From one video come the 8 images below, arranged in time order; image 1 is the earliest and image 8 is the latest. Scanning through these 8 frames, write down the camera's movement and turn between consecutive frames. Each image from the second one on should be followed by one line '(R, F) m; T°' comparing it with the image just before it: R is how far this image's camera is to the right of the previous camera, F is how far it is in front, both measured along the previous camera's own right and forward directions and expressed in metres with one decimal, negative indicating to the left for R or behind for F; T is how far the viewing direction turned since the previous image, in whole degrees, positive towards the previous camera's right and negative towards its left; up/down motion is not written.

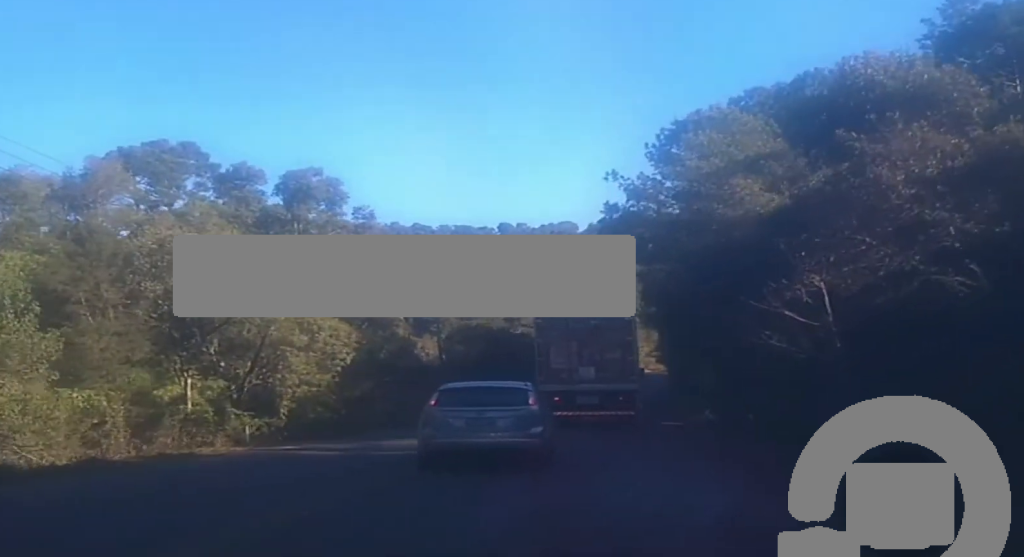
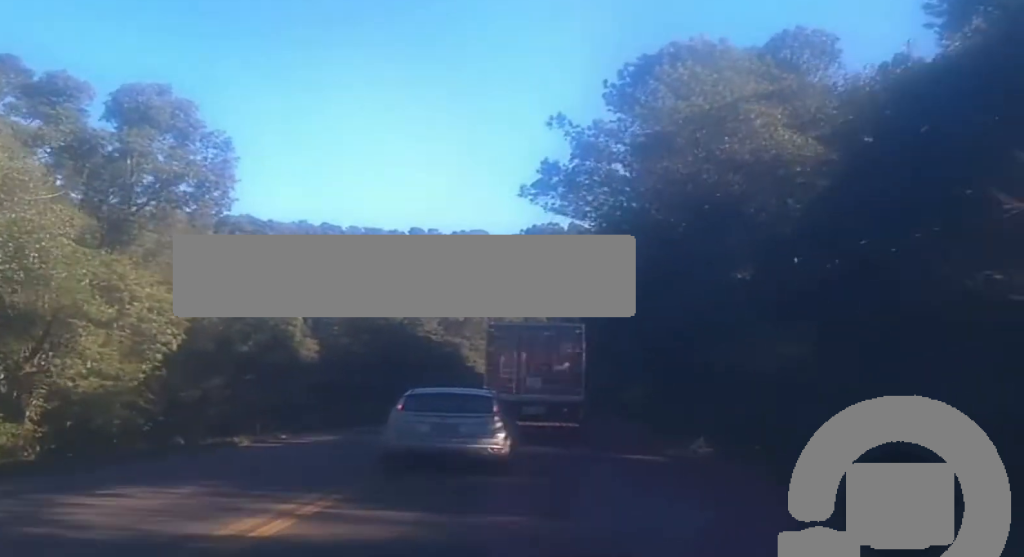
(-0.1, +13.7) m; +4°
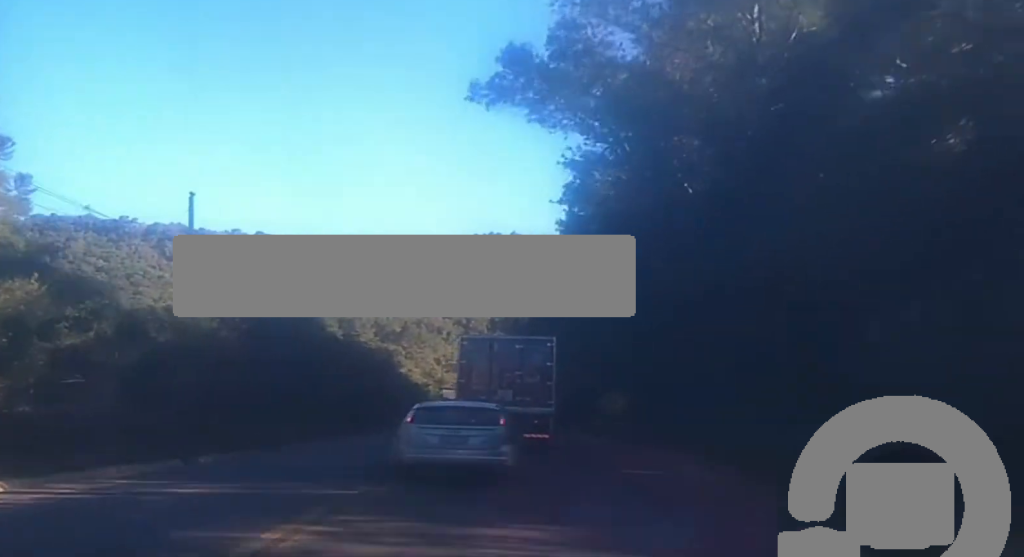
(+1.1, +15.0) m; +5°
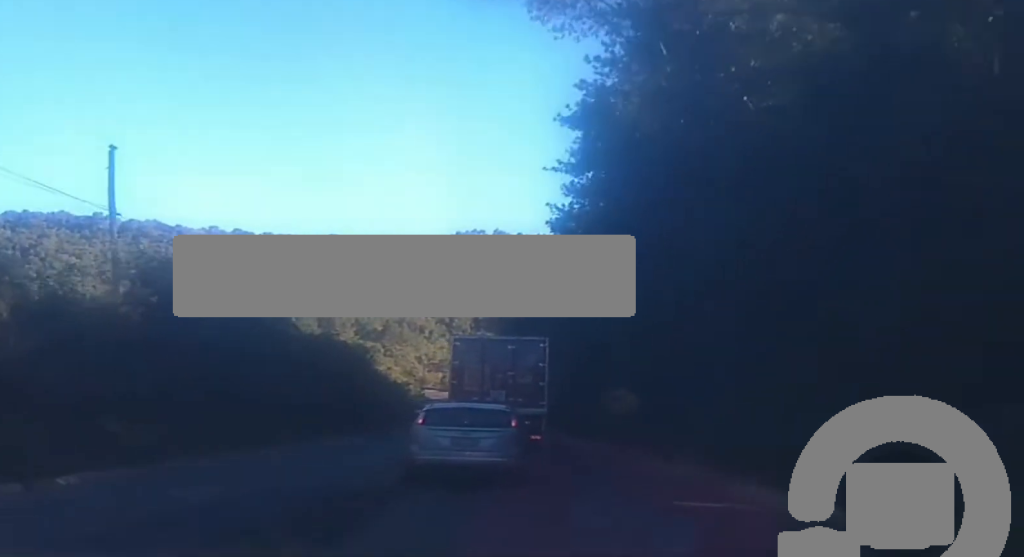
(+0.2, +7.6) m; +1°
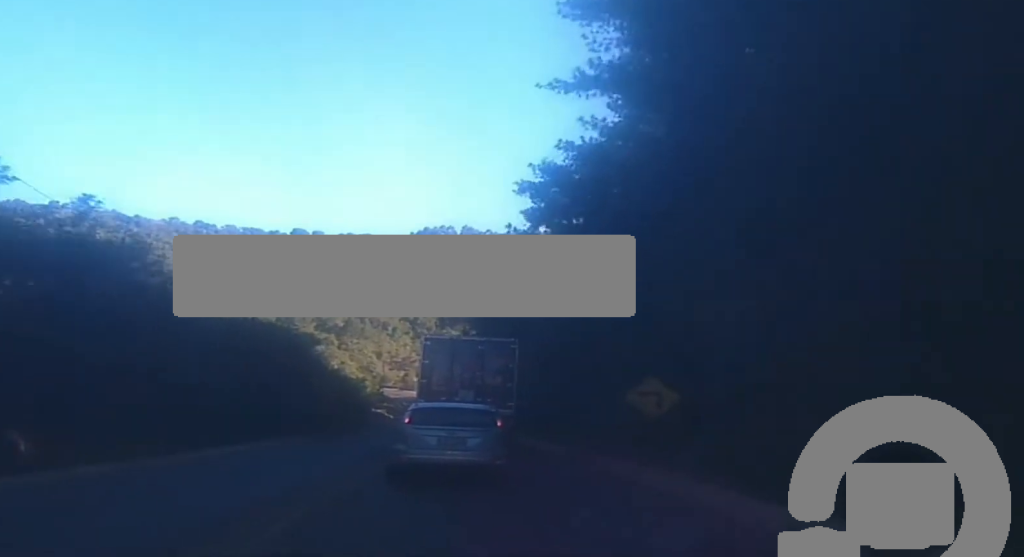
(+0.2, +13.5) m; +1°
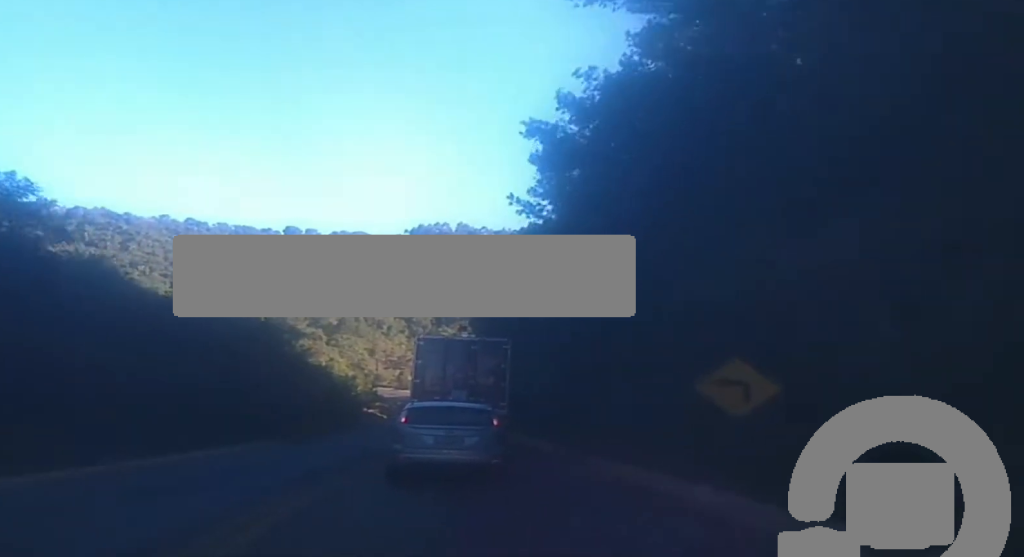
(+0.1, +8.4) m; -1°
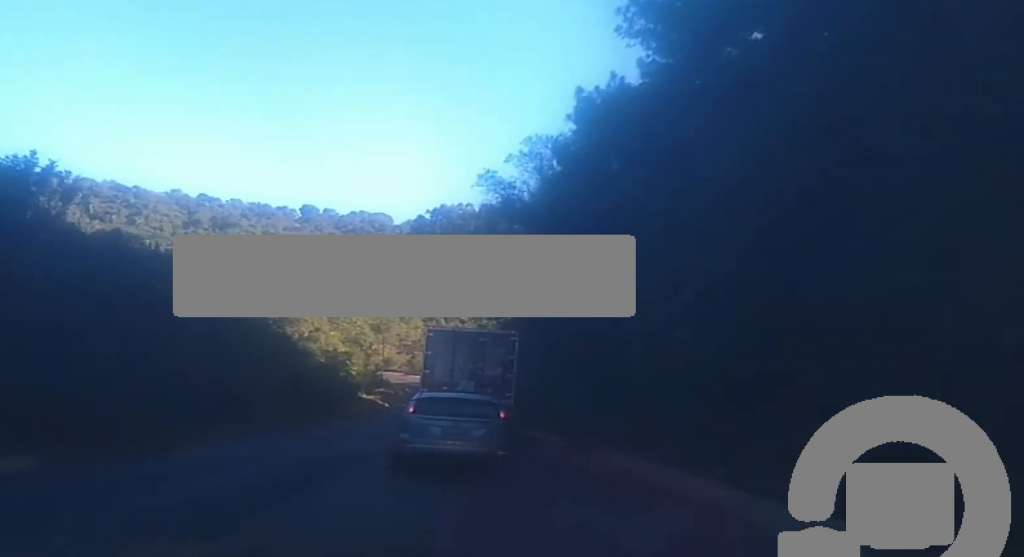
(-0.8, +27.2) m; -2°
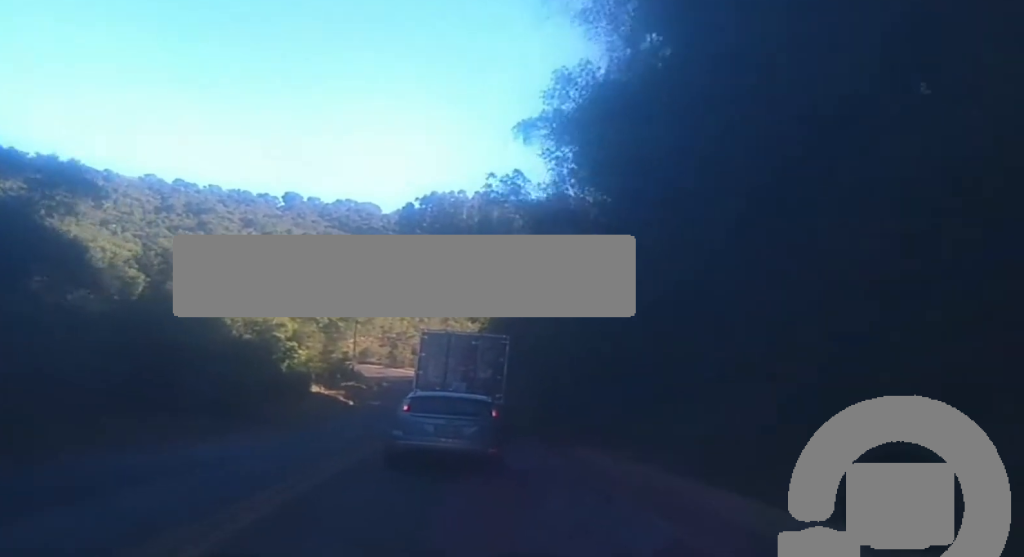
(+0.3, +28.6) m; 0°
